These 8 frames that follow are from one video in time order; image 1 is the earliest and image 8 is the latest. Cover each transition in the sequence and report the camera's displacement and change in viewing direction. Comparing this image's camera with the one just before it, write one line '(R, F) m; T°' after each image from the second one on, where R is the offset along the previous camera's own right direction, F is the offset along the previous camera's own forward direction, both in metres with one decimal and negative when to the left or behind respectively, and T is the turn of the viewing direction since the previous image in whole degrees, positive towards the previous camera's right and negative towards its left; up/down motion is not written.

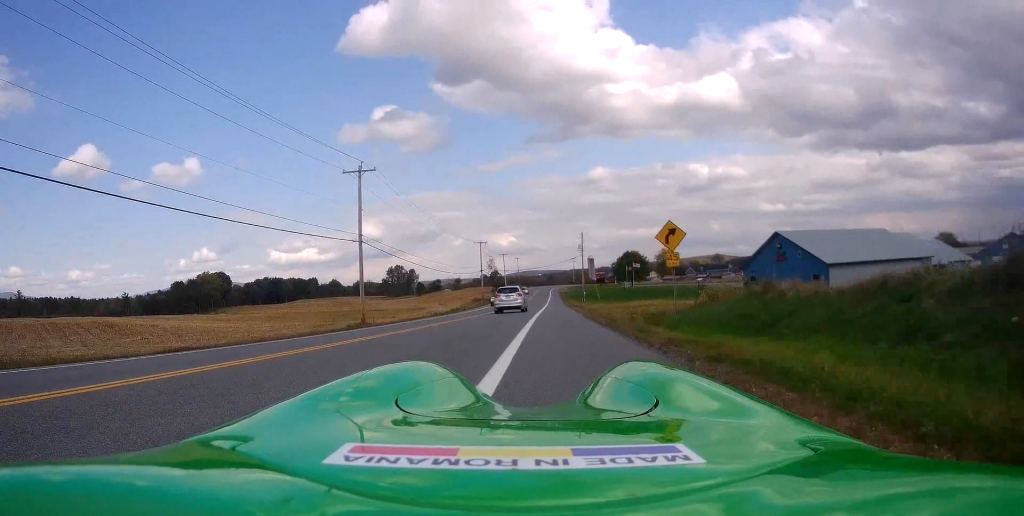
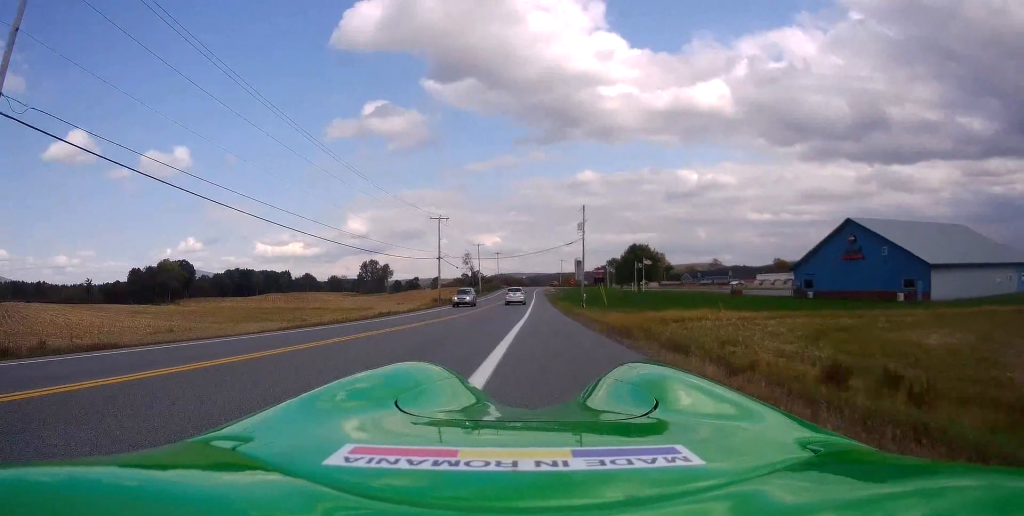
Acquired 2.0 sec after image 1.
(+0.4, +29.8) m; 0°
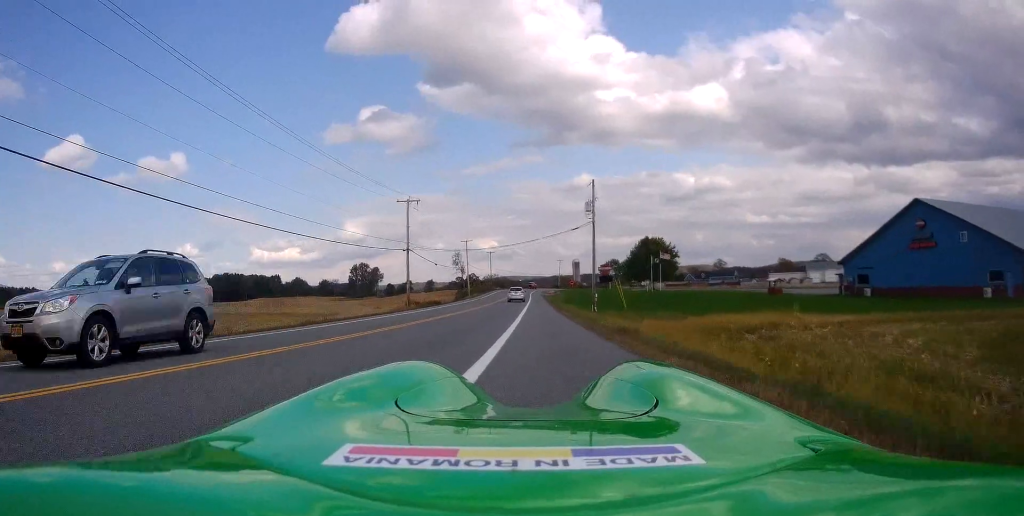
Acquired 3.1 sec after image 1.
(-0.3, +15.8) m; -1°
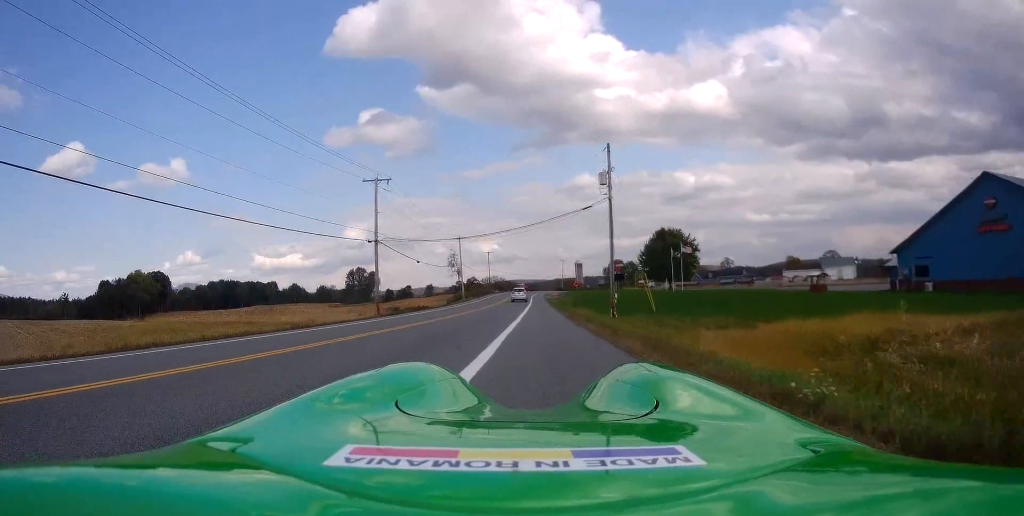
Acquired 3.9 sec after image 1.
(0.0, +12.2) m; +1°
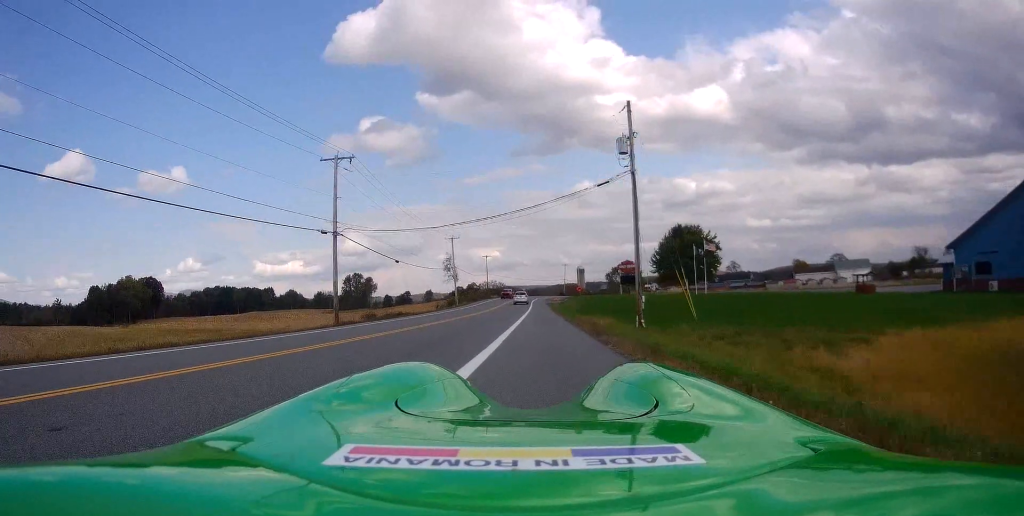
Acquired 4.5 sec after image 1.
(+0.1, +9.8) m; +2°
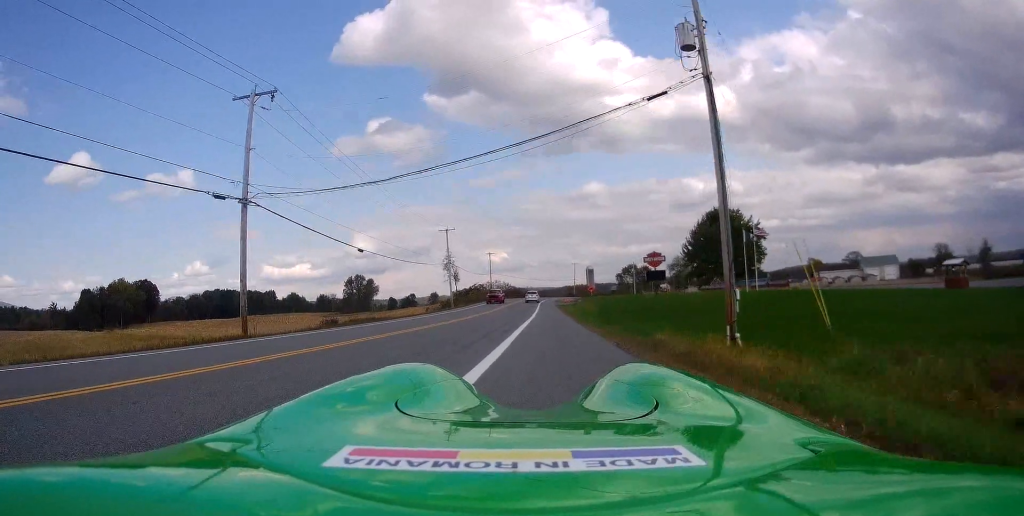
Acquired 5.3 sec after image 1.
(+0.4, +13.1) m; +1°
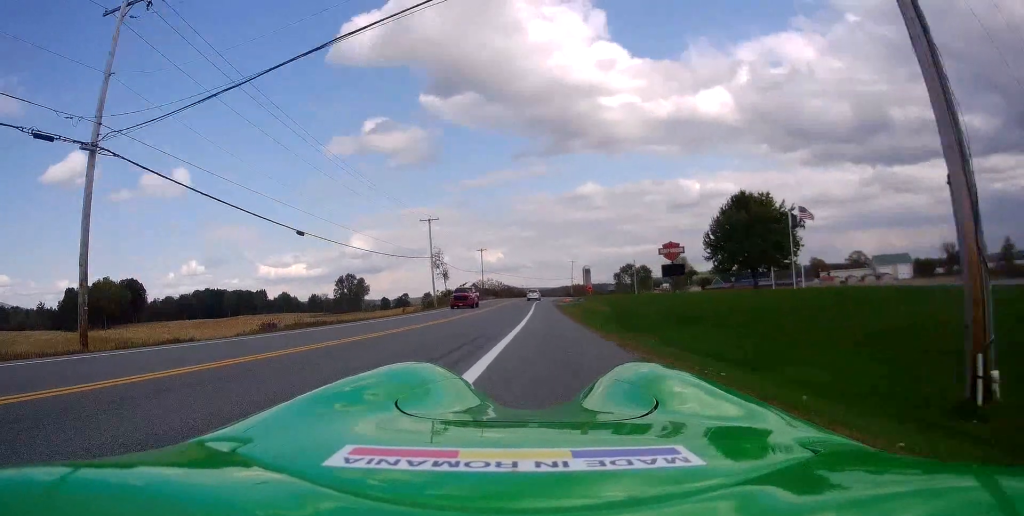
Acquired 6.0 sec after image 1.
(+0.2, +9.9) m; -1°
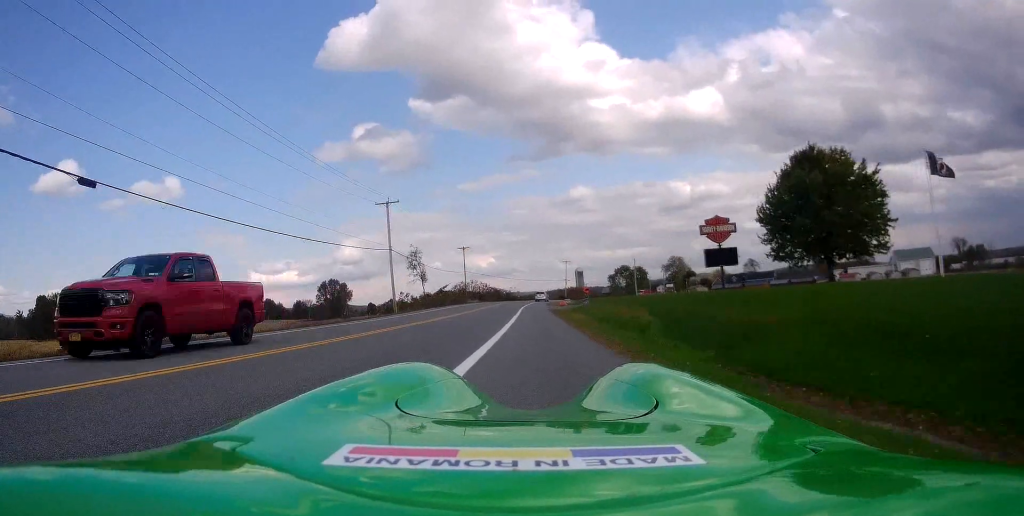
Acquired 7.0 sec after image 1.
(-0.7, +16.6) m; -3°
